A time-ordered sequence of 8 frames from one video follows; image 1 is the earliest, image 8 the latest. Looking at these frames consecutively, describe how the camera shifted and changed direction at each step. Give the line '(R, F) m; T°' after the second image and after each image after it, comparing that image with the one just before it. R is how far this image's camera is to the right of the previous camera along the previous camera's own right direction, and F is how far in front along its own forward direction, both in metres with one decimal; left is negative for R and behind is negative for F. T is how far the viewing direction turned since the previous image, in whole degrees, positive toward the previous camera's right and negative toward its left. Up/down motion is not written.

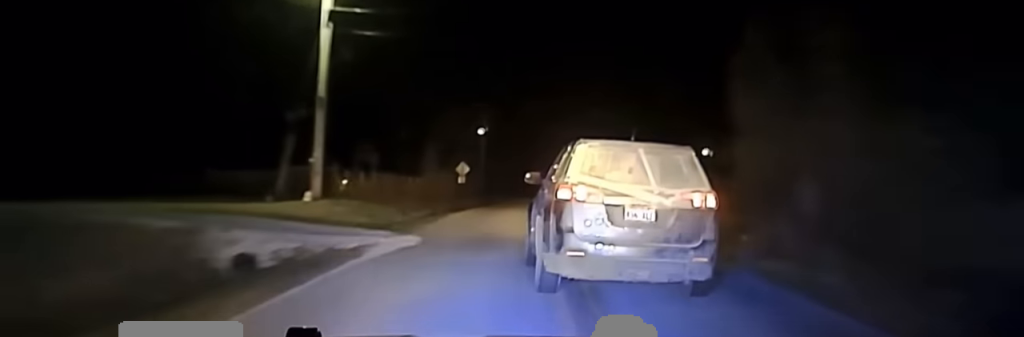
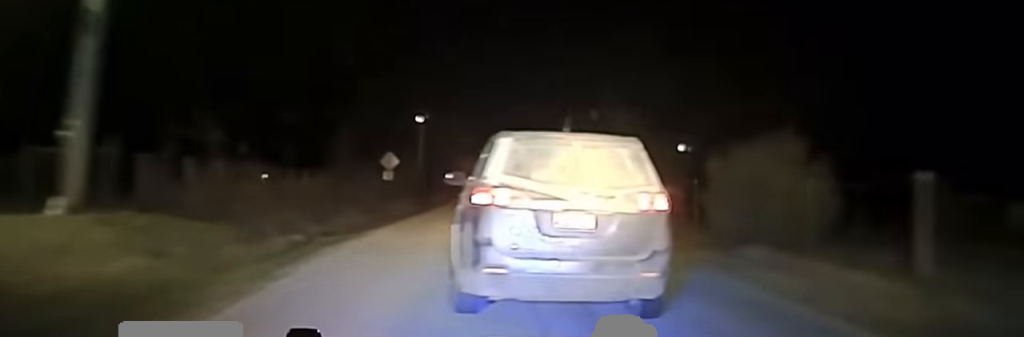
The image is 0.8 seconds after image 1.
(+0.7, +16.8) m; +3°
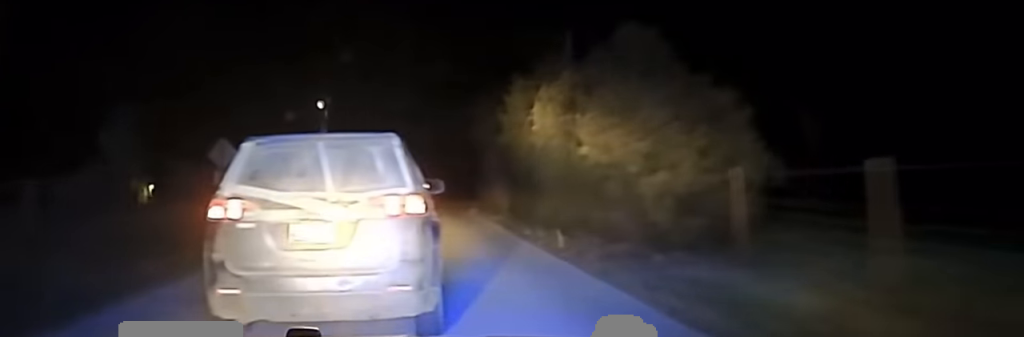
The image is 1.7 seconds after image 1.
(+0.5, +20.8) m; +1°
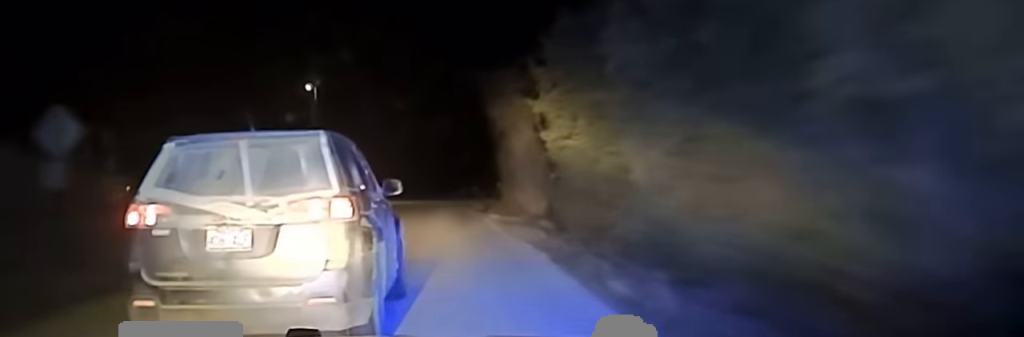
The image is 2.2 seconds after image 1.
(0.0, +12.8) m; 0°
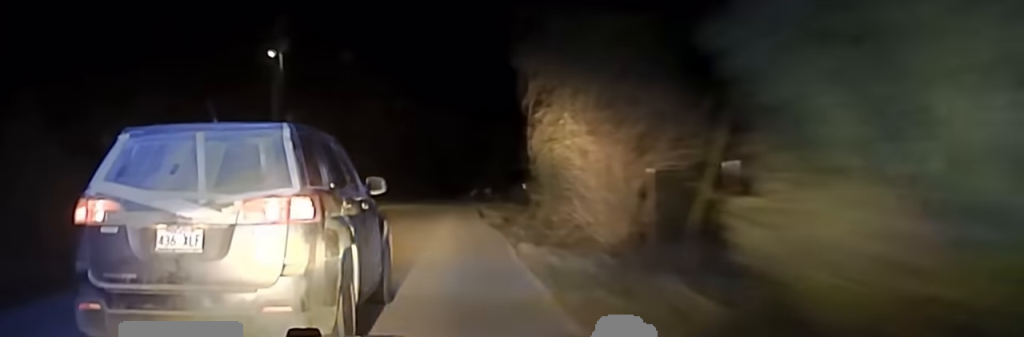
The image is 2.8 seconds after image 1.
(0.0, +15.9) m; -1°
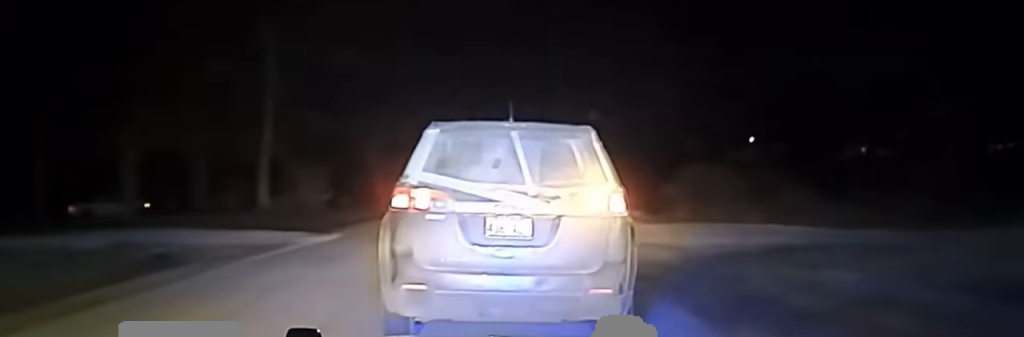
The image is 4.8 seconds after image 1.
(-1.8, +49.6) m; -2°
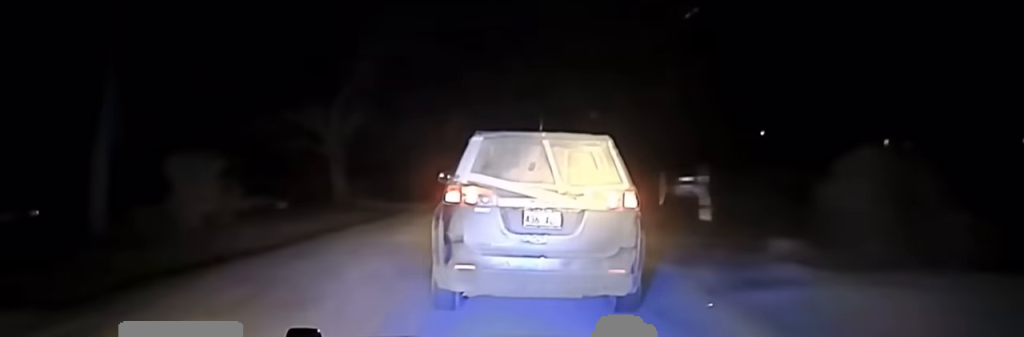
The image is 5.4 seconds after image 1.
(0.0, +14.8) m; 0°
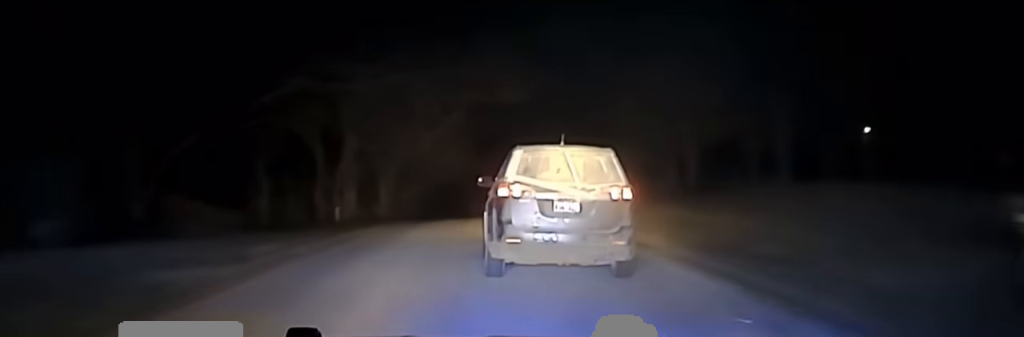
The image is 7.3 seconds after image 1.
(-0.1, +46.8) m; 0°
